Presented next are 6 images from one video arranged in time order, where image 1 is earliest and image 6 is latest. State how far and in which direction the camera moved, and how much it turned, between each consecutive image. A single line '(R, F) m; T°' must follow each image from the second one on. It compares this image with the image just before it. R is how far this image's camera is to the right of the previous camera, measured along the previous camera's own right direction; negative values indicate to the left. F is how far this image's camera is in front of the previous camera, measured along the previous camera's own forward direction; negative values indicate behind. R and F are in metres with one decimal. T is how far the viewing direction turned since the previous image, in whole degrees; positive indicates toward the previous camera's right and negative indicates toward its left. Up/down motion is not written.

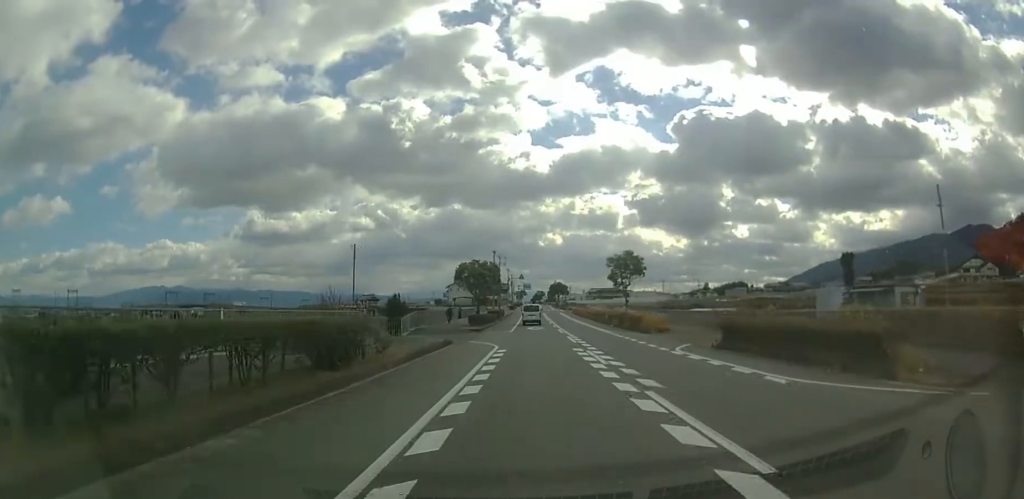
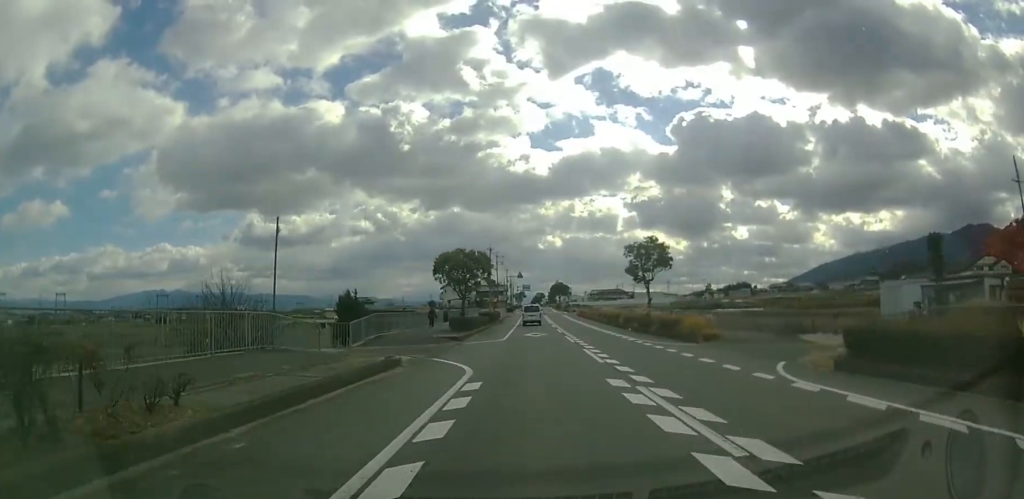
(0.0, +9.9) m; 0°
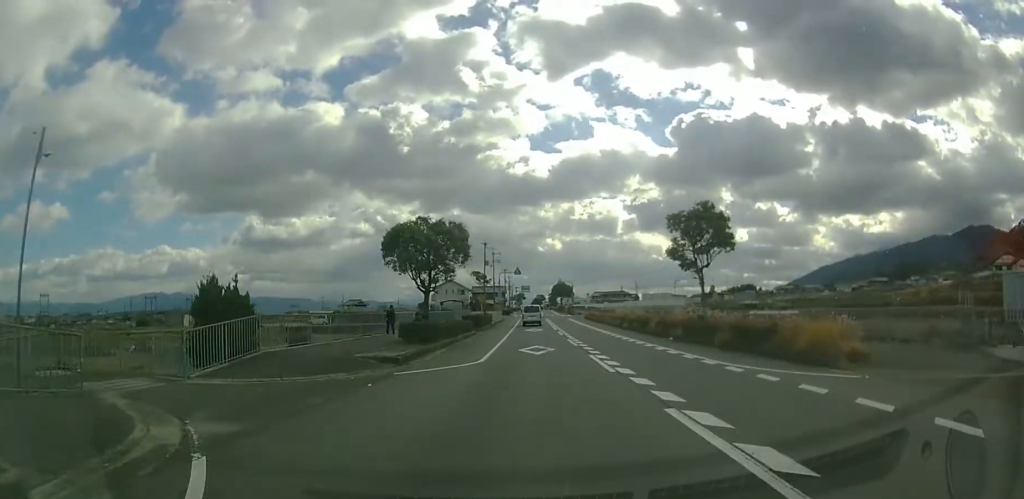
(0.0, +12.1) m; 0°
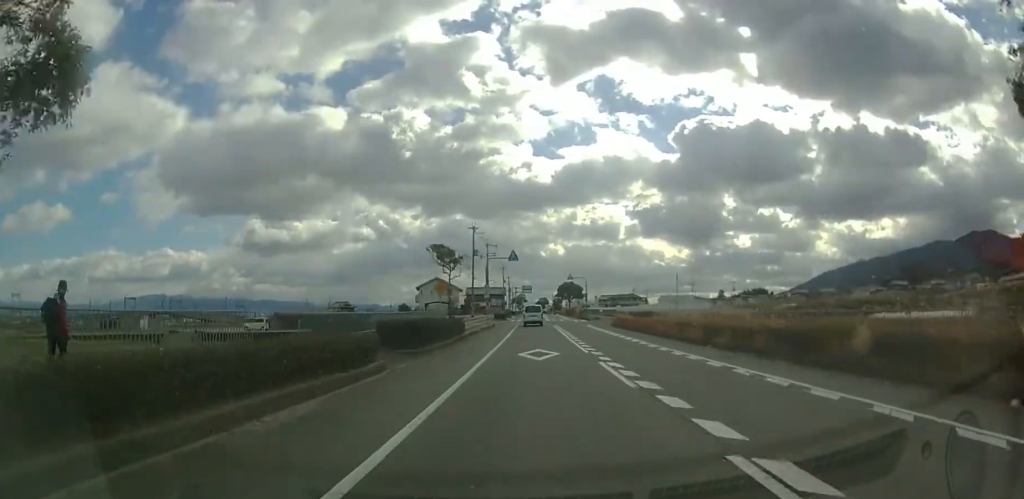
(0.0, +22.2) m; 0°
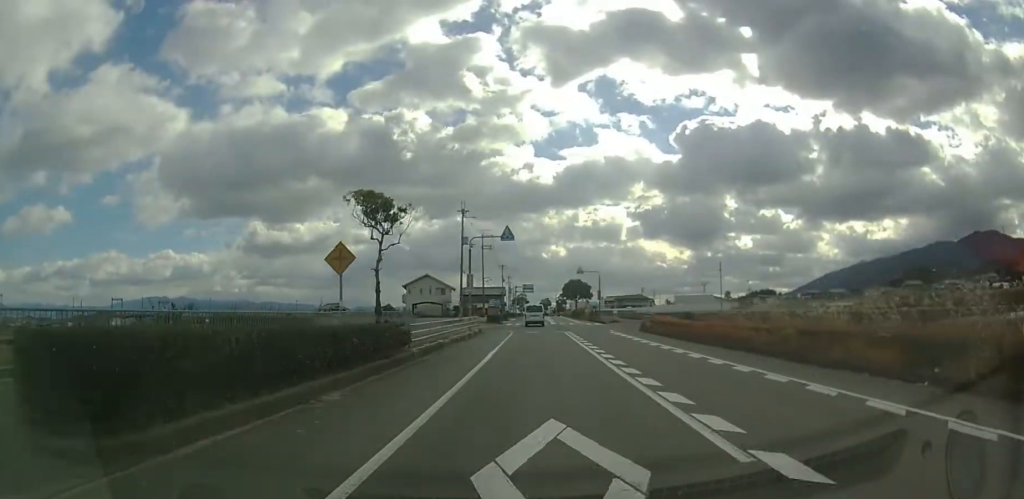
(0.0, +13.5) m; 0°
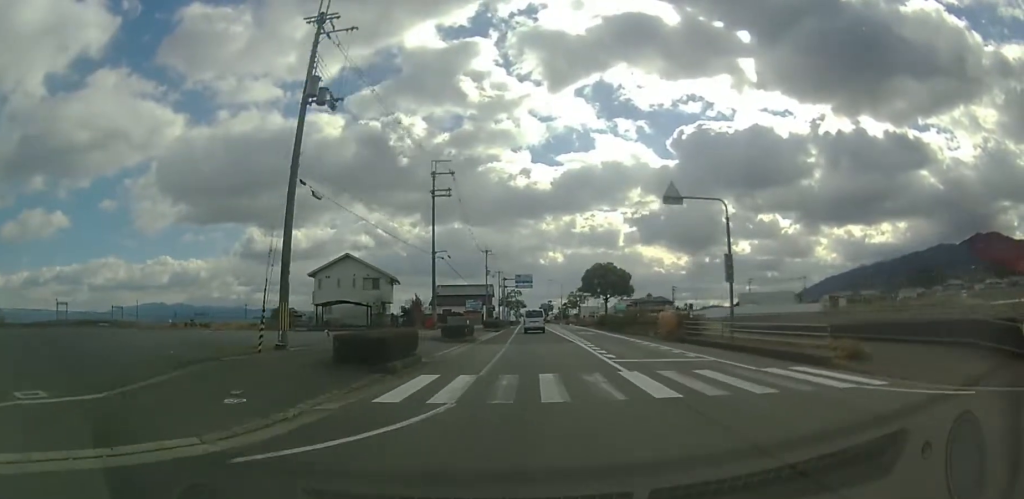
(-1.1, +45.4) m; -2°
